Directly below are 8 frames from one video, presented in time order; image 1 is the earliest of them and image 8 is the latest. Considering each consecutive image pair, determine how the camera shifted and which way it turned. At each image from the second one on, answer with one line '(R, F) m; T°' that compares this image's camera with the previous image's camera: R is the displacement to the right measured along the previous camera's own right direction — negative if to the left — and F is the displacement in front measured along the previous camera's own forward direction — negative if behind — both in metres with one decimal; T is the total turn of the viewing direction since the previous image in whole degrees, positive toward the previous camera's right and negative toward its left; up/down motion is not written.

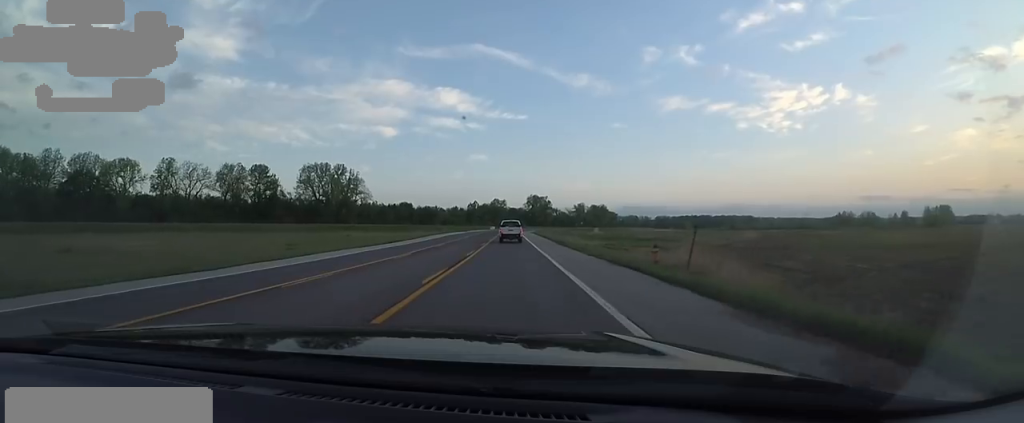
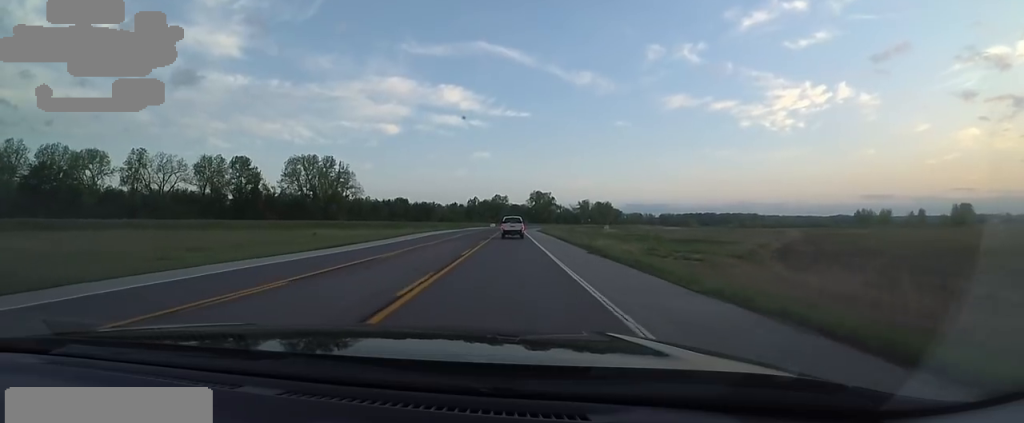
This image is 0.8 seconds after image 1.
(+0.2, +15.1) m; 0°
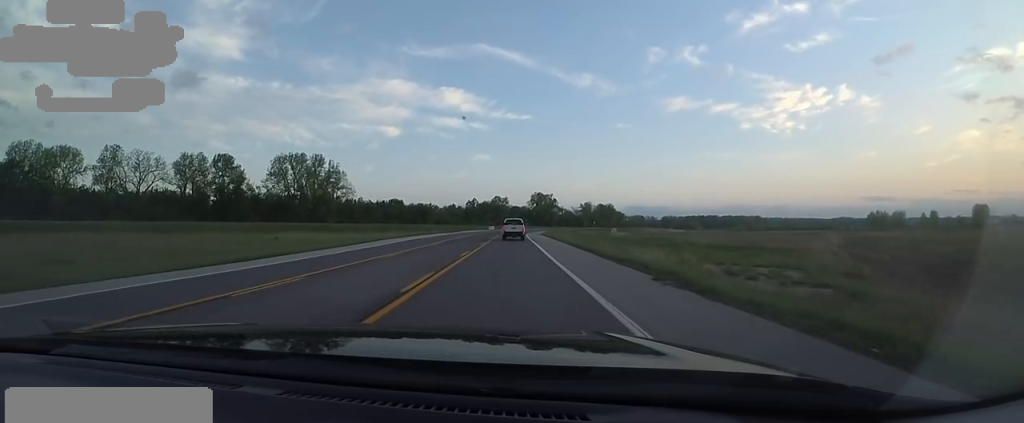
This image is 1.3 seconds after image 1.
(+0.1, +11.3) m; 0°
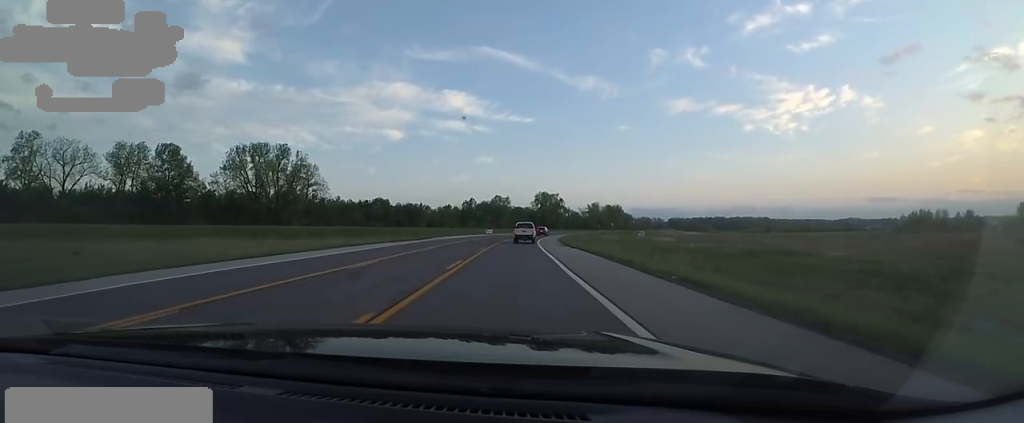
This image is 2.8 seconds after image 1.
(-0.6, +30.5) m; -1°
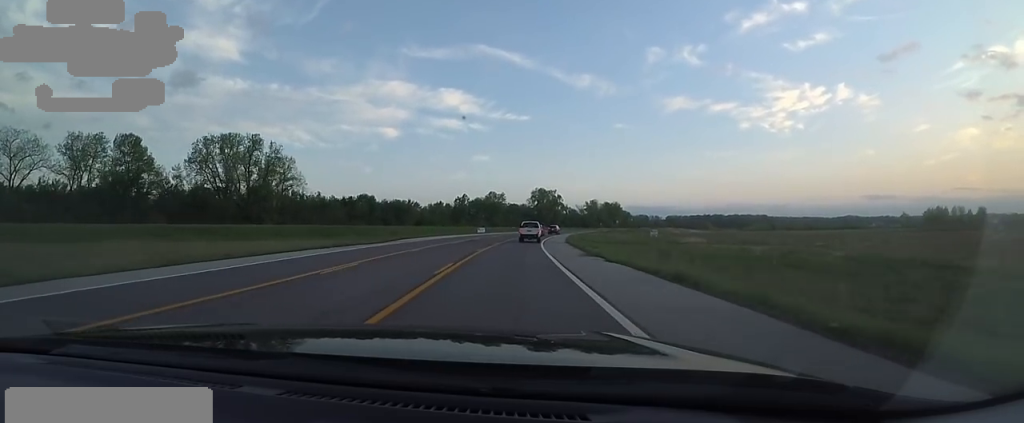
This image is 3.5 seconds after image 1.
(0.0, +14.8) m; +1°
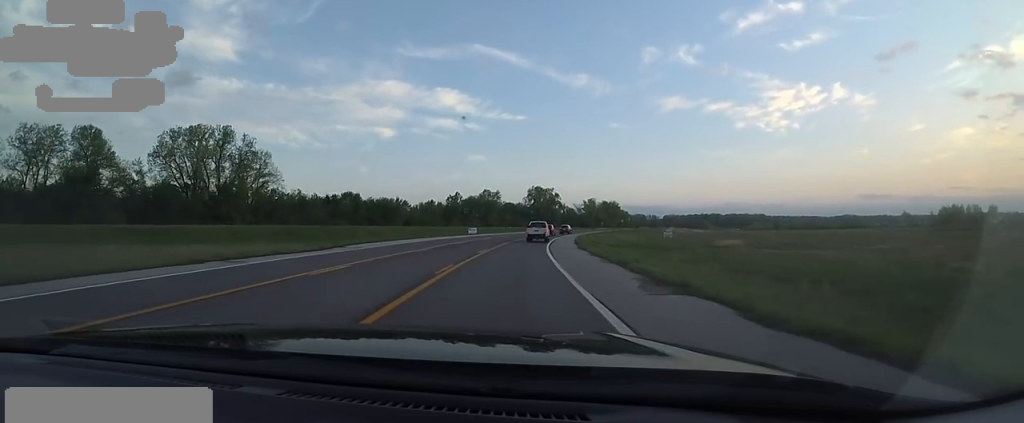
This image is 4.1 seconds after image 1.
(-0.2, +12.7) m; +1°
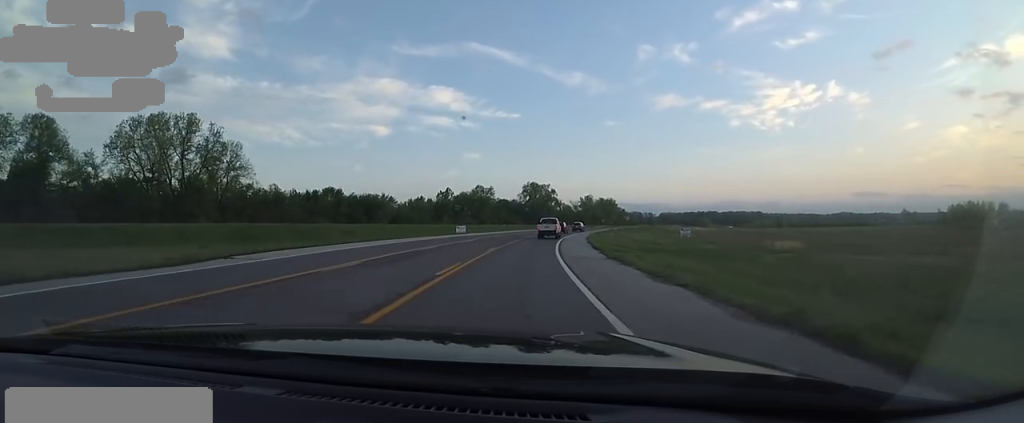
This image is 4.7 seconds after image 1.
(+0.5, +12.5) m; +2°
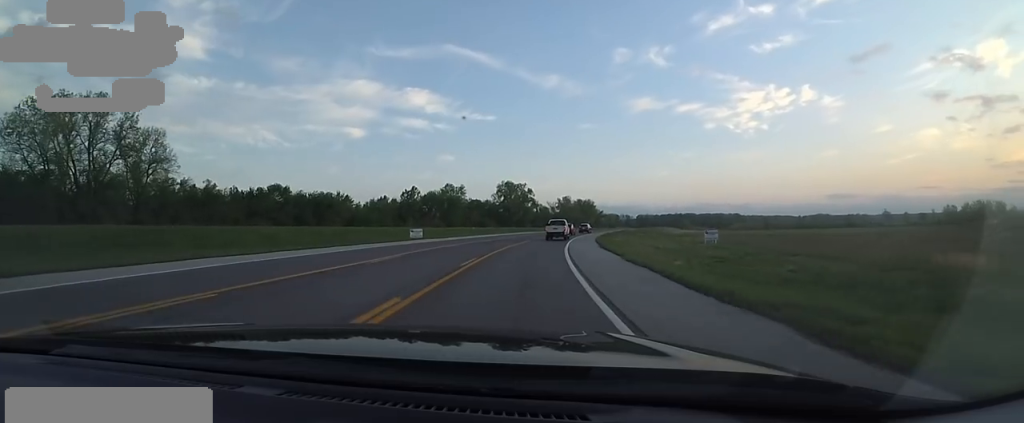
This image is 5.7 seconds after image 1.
(+0.5, +20.1) m; +3°
